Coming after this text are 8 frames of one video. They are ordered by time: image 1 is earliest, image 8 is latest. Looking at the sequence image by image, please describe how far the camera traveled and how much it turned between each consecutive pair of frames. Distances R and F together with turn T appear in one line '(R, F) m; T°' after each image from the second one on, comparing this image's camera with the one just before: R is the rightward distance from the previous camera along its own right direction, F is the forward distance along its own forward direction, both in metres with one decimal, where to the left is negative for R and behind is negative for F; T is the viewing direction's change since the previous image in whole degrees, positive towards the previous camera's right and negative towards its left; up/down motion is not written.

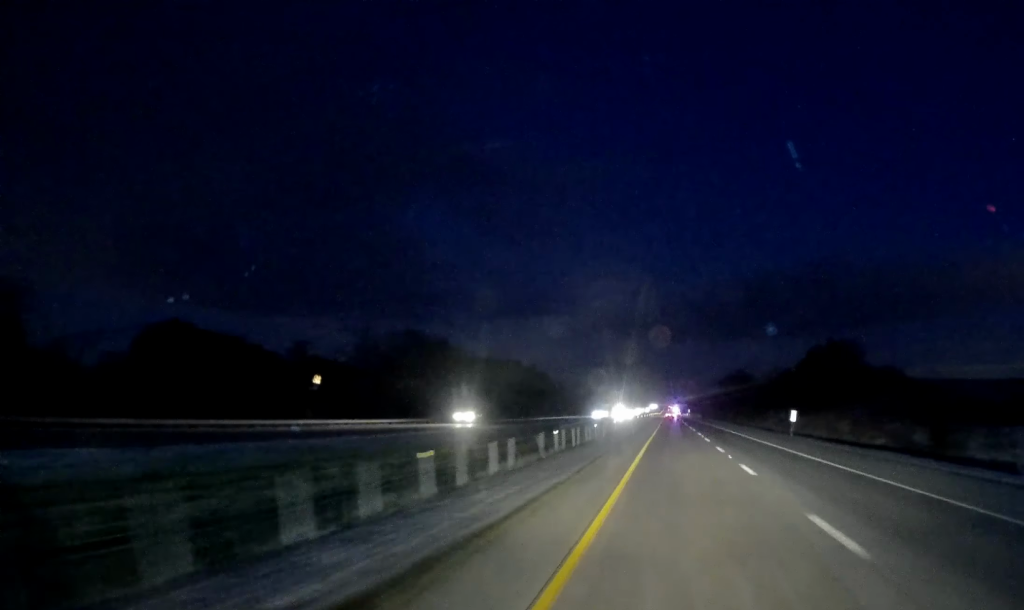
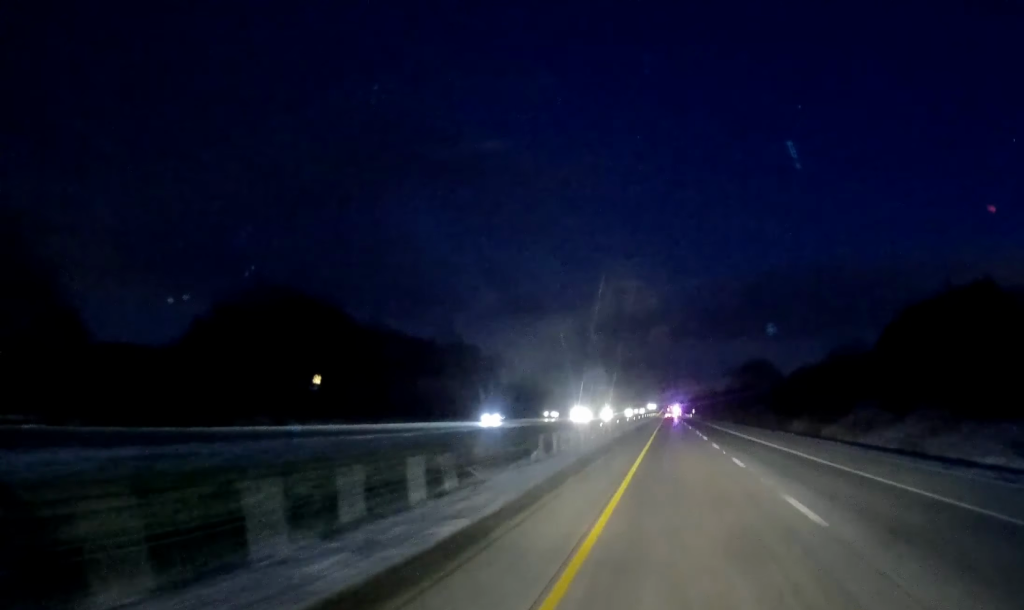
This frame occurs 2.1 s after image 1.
(0.0, +68.4) m; 0°
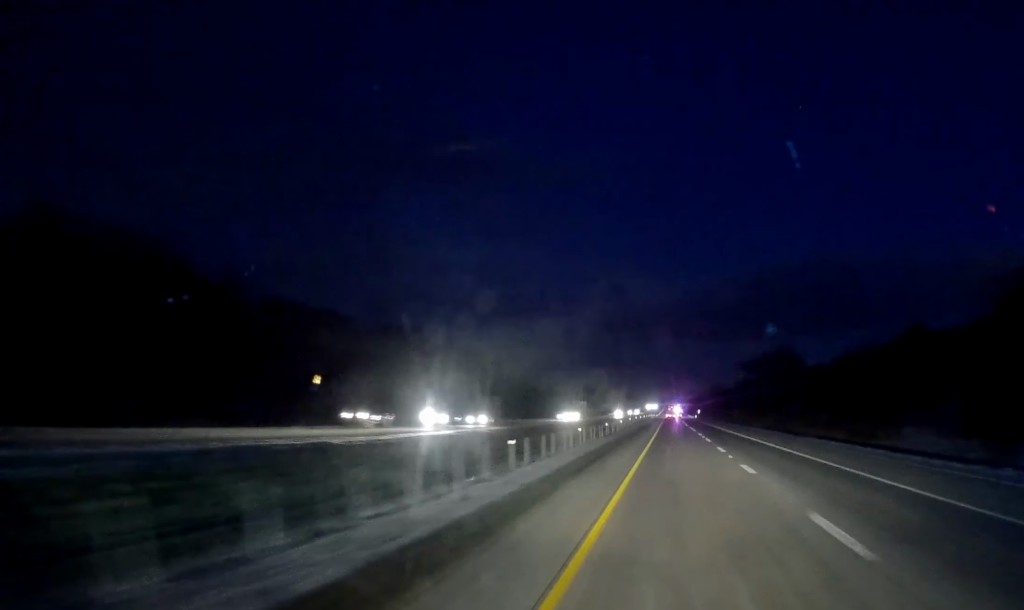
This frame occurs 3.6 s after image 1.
(0.0, +50.3) m; 0°
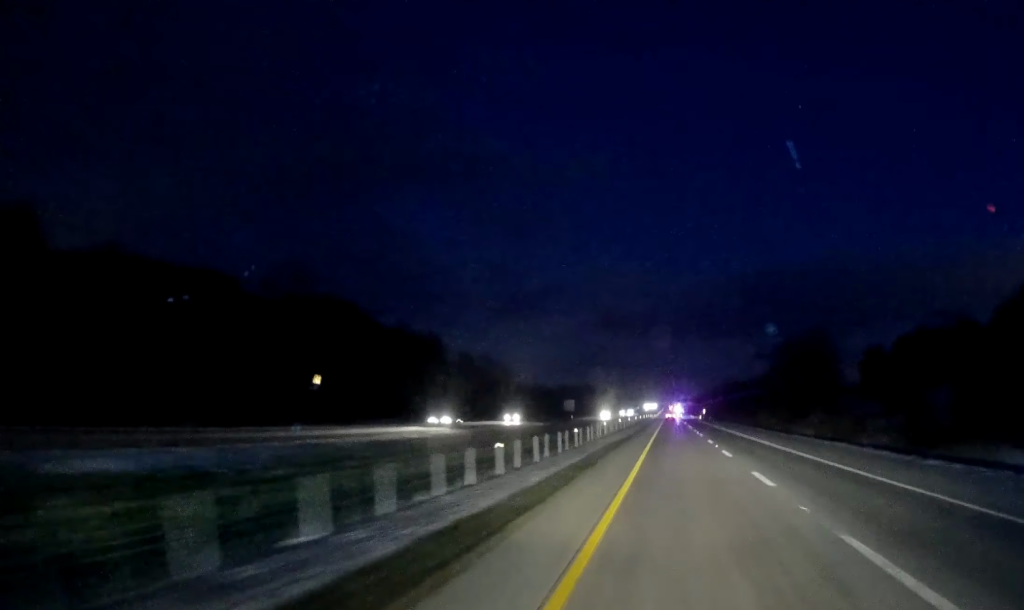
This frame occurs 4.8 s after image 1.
(0.0, +38.3) m; 0°
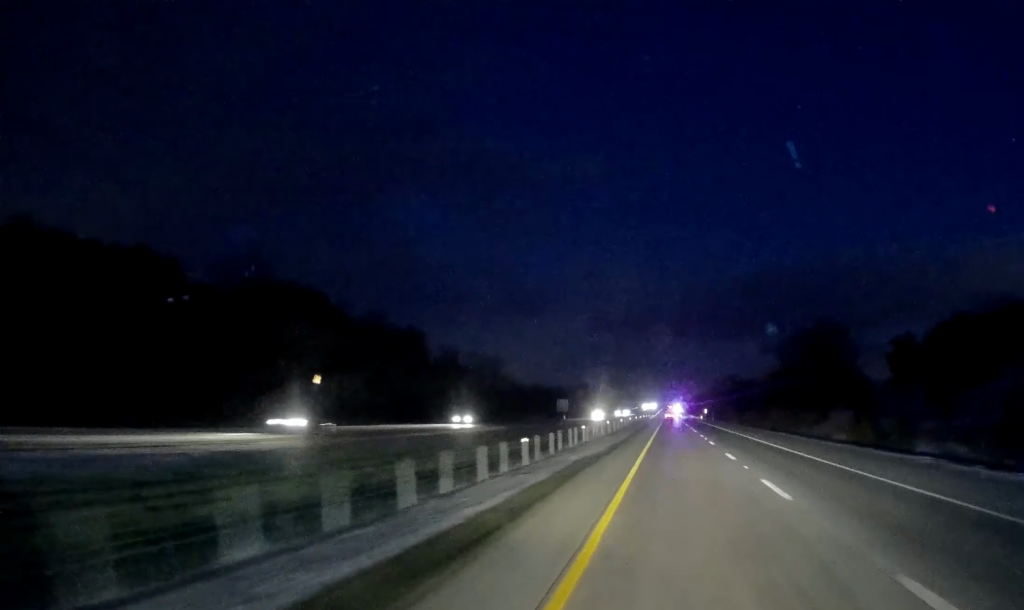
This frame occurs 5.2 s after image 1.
(0.0, +14.2) m; 0°
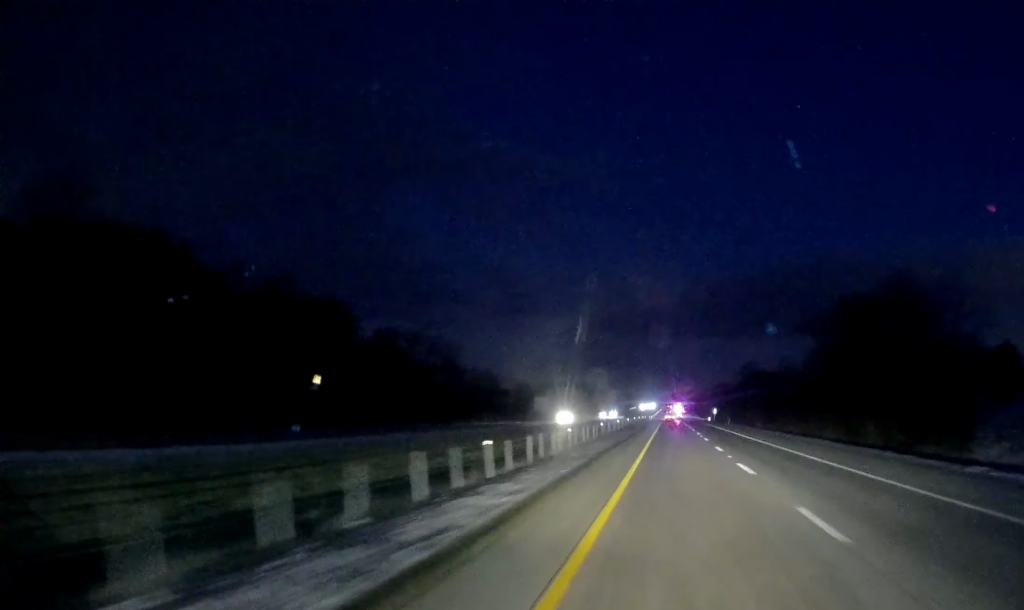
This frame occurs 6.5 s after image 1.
(0.0, +42.7) m; 0°
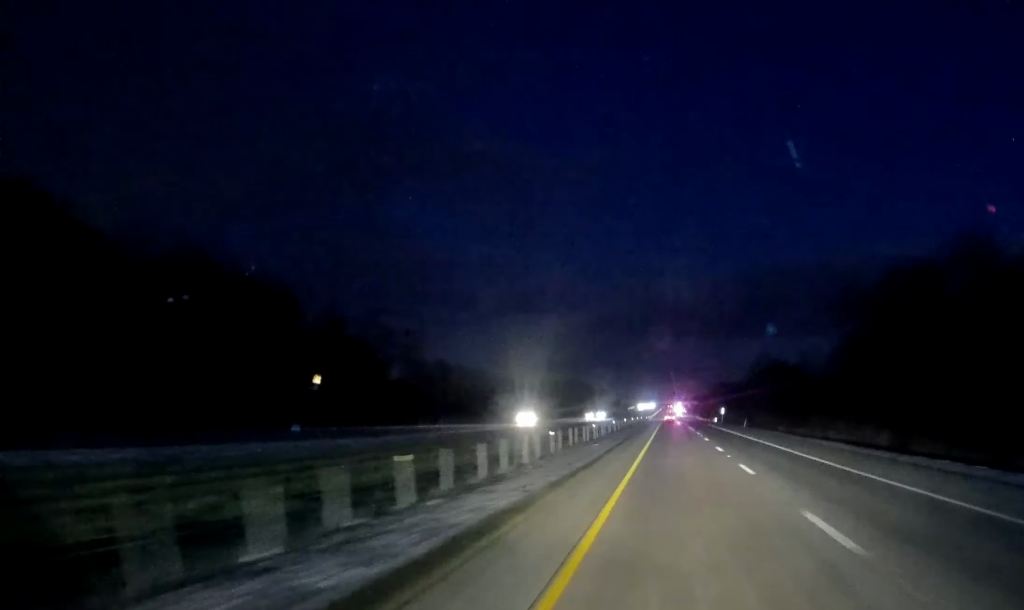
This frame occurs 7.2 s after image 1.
(0.0, +24.2) m; 0°
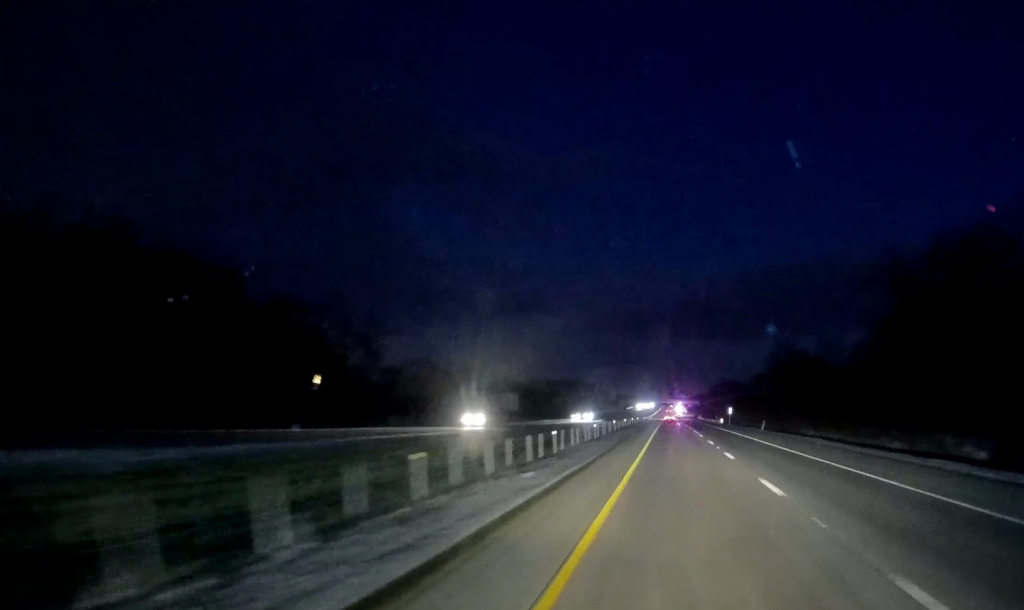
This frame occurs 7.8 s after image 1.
(0.0, +17.6) m; 0°
